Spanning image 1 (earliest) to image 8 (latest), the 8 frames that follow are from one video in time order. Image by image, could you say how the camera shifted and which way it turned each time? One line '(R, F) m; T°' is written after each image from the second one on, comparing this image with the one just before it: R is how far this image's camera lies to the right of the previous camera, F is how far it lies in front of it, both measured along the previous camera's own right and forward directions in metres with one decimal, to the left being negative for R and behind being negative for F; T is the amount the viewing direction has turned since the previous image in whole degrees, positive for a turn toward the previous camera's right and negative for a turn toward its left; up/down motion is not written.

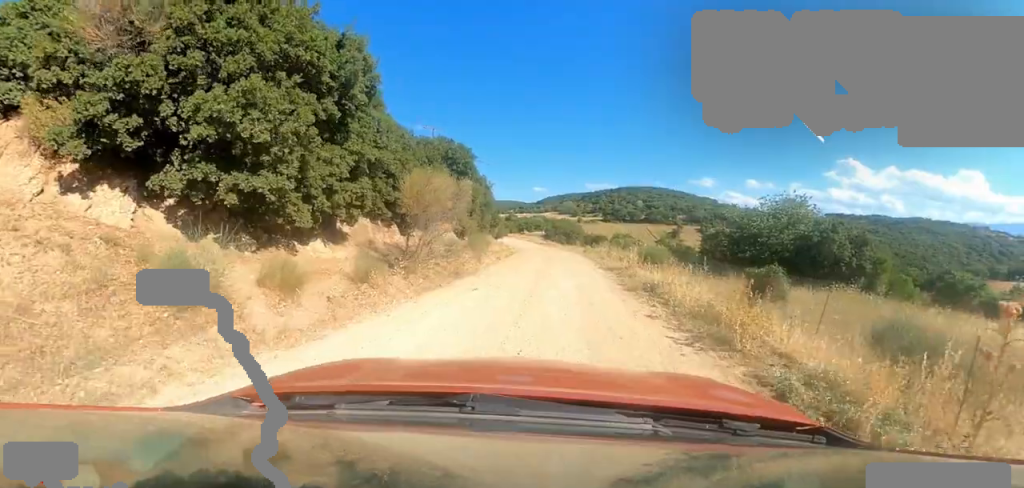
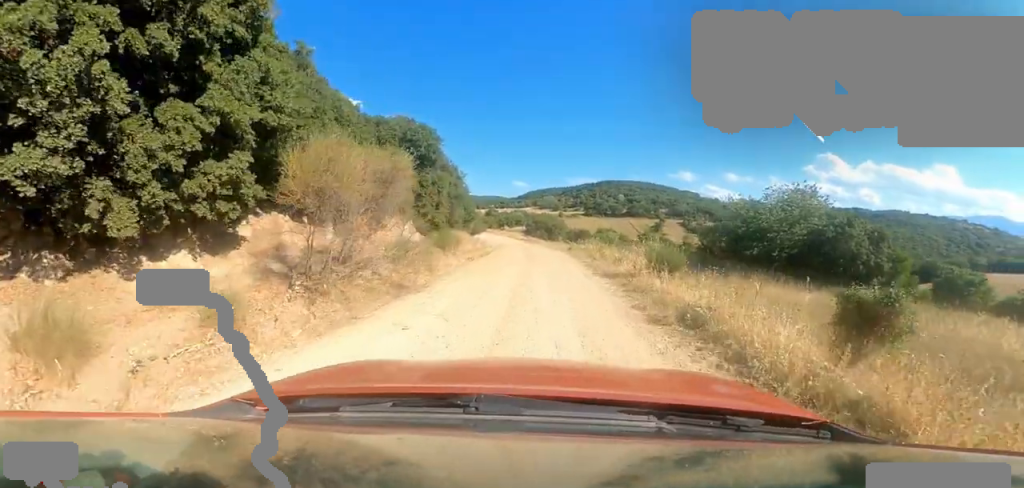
(+0.5, +2.9) m; +7°
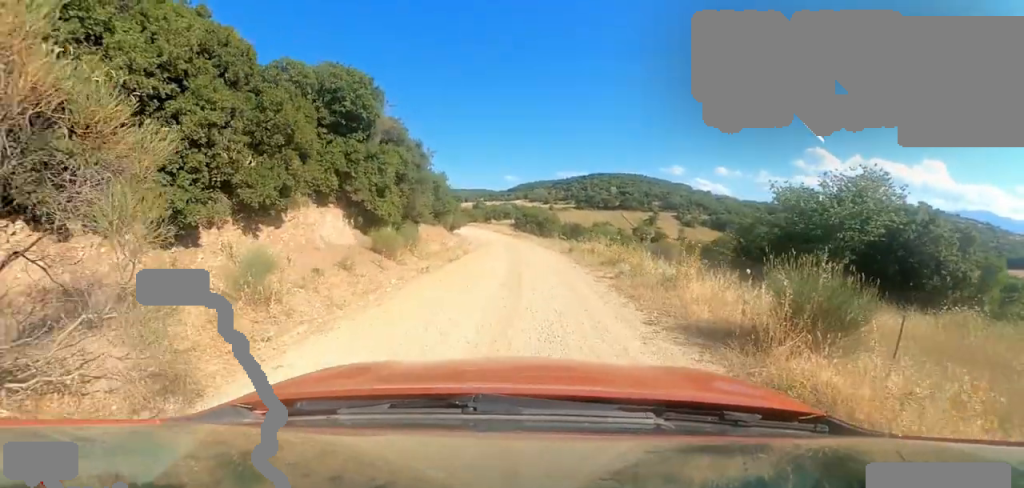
(+0.2, +5.5) m; -4°
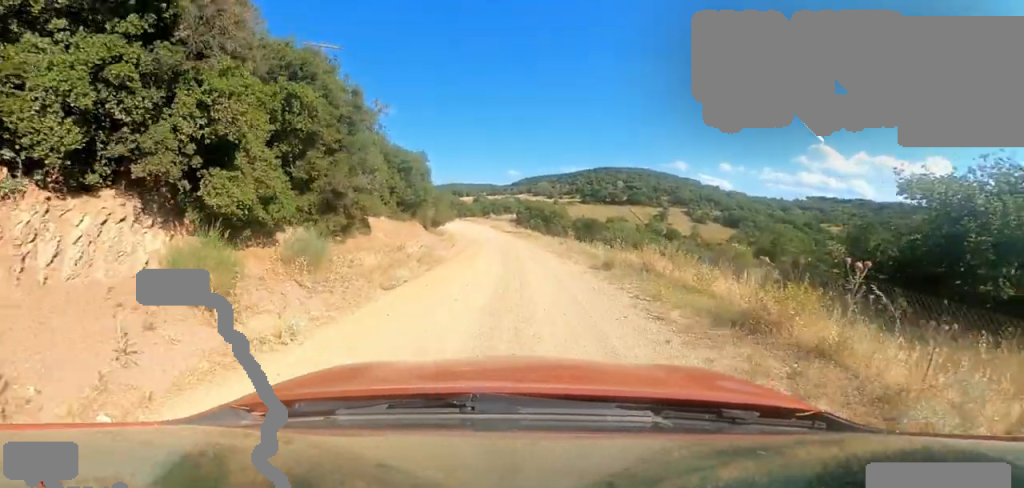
(-0.7, +6.8) m; -3°
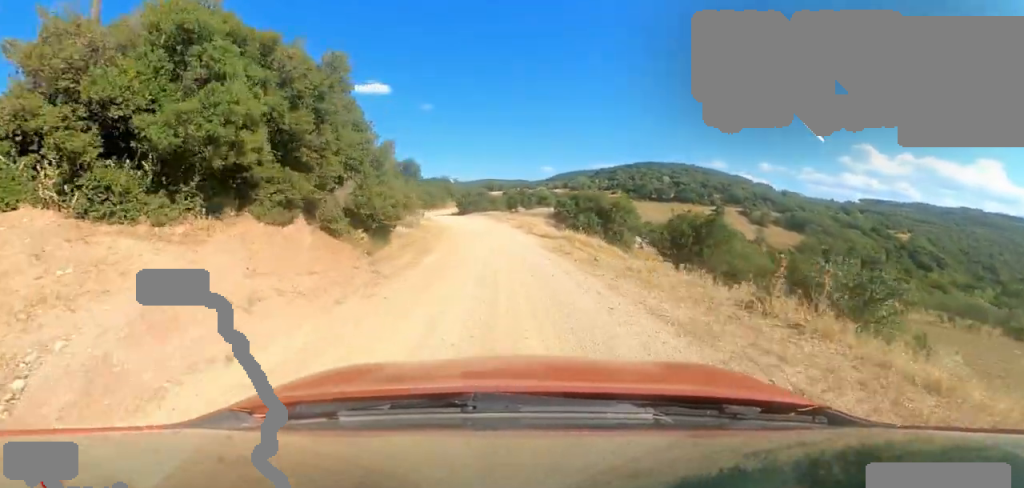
(0.0, +14.4) m; -5°
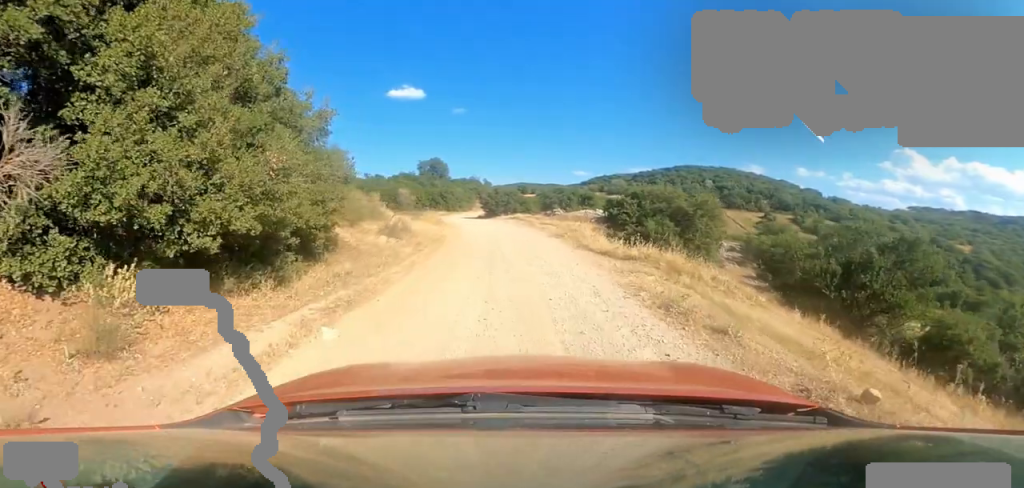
(-0.3, +7.4) m; -3°
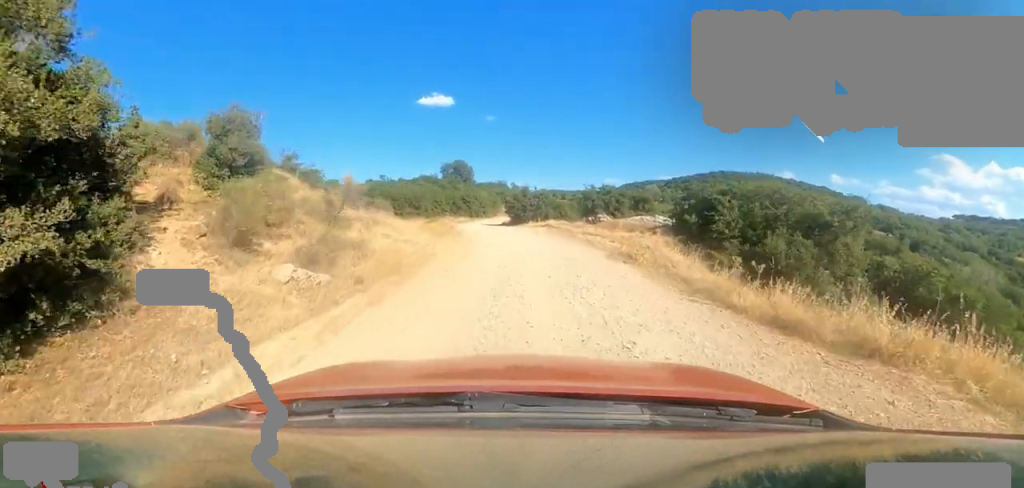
(0.0, +6.8) m; 0°
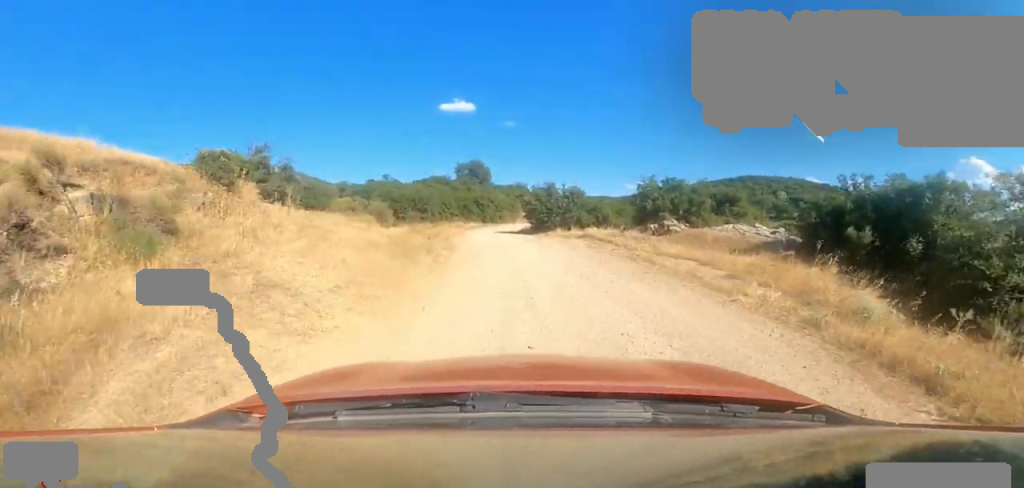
(0.0, +8.1) m; -3°
